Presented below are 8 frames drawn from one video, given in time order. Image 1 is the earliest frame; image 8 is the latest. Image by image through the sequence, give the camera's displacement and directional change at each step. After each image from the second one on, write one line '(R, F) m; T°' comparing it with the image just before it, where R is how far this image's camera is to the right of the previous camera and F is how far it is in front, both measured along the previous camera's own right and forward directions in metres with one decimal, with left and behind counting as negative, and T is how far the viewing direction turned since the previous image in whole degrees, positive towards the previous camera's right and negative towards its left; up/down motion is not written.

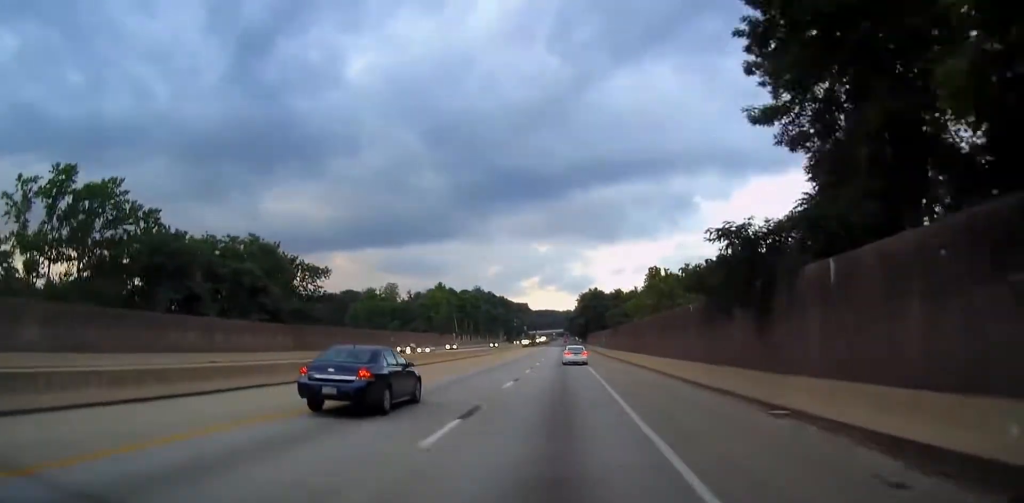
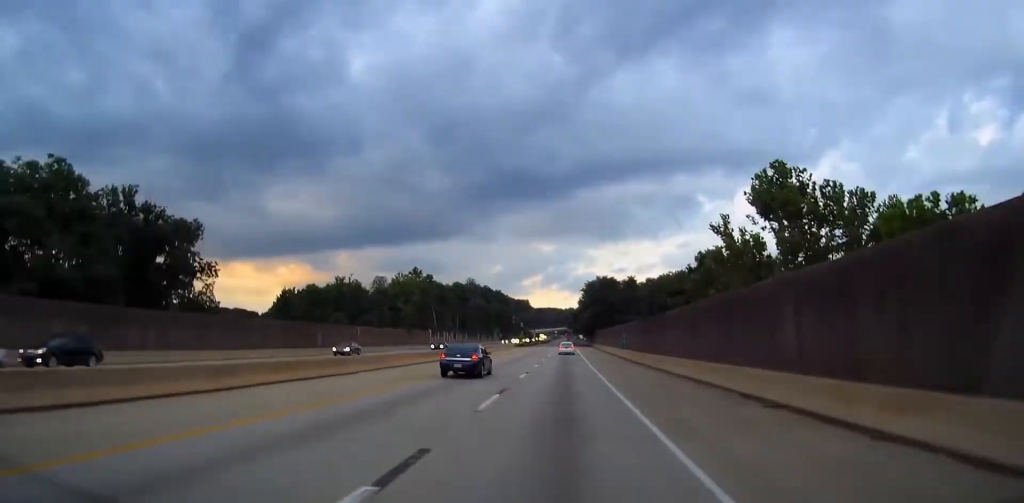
(+0.2, +31.8) m; -1°
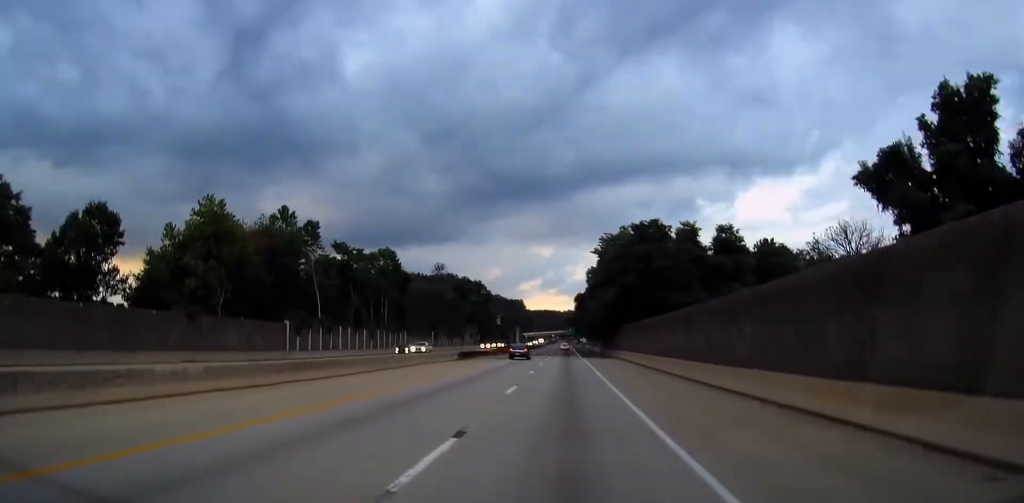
(-0.9, +69.2) m; 0°
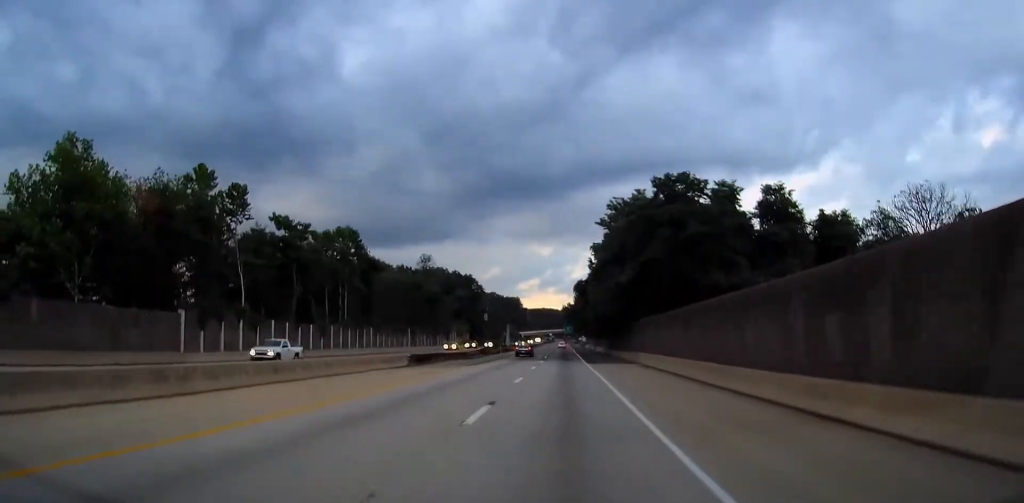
(0.0, +19.1) m; 0°
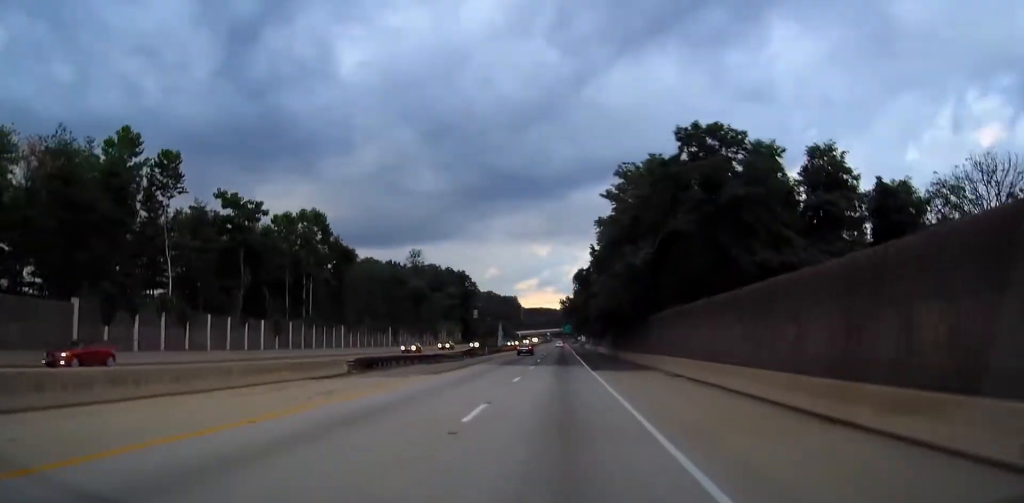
(+0.1, +12.0) m; 0°
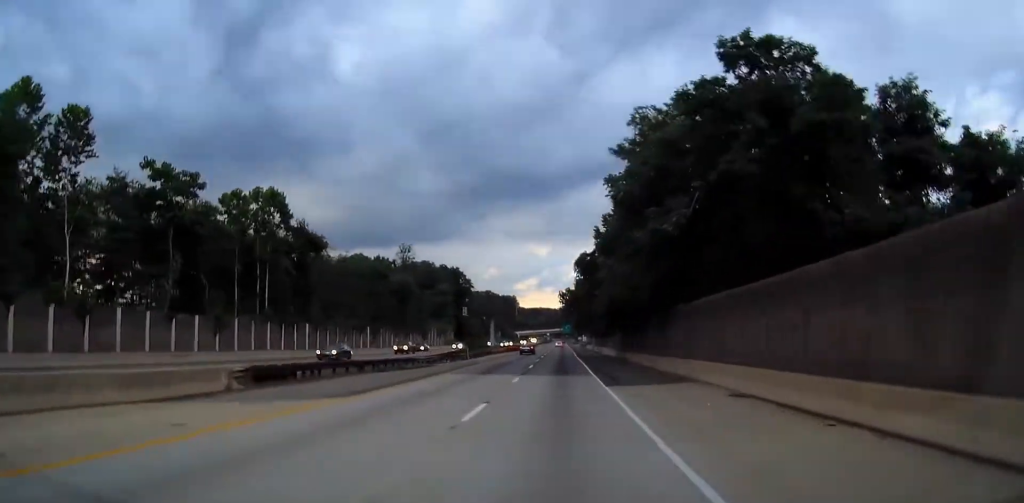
(+0.1, +12.0) m; 0°
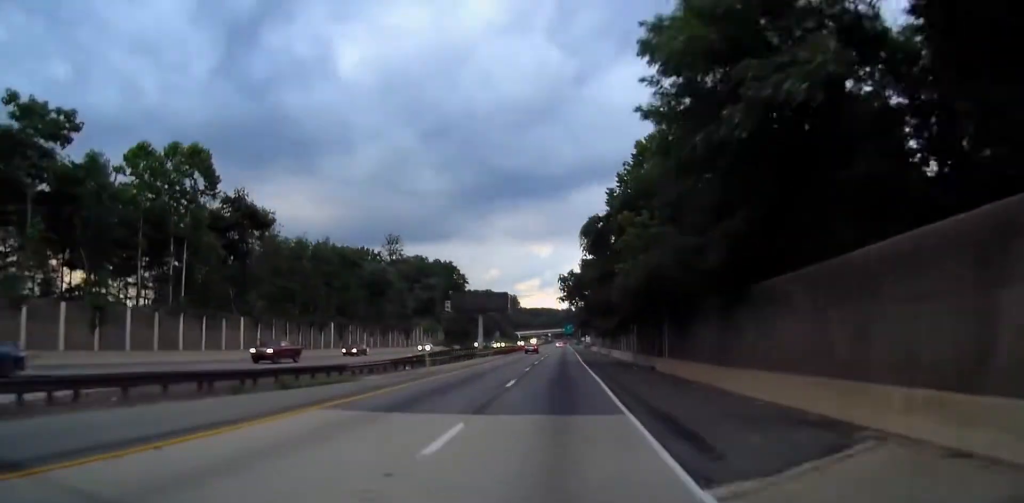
(-0.2, +15.9) m; 0°
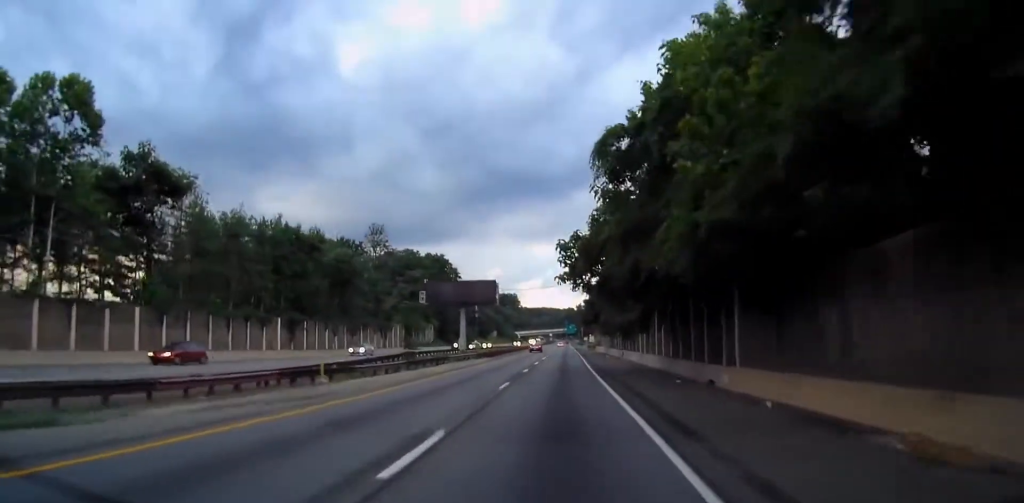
(-0.1, +15.5) m; 0°
